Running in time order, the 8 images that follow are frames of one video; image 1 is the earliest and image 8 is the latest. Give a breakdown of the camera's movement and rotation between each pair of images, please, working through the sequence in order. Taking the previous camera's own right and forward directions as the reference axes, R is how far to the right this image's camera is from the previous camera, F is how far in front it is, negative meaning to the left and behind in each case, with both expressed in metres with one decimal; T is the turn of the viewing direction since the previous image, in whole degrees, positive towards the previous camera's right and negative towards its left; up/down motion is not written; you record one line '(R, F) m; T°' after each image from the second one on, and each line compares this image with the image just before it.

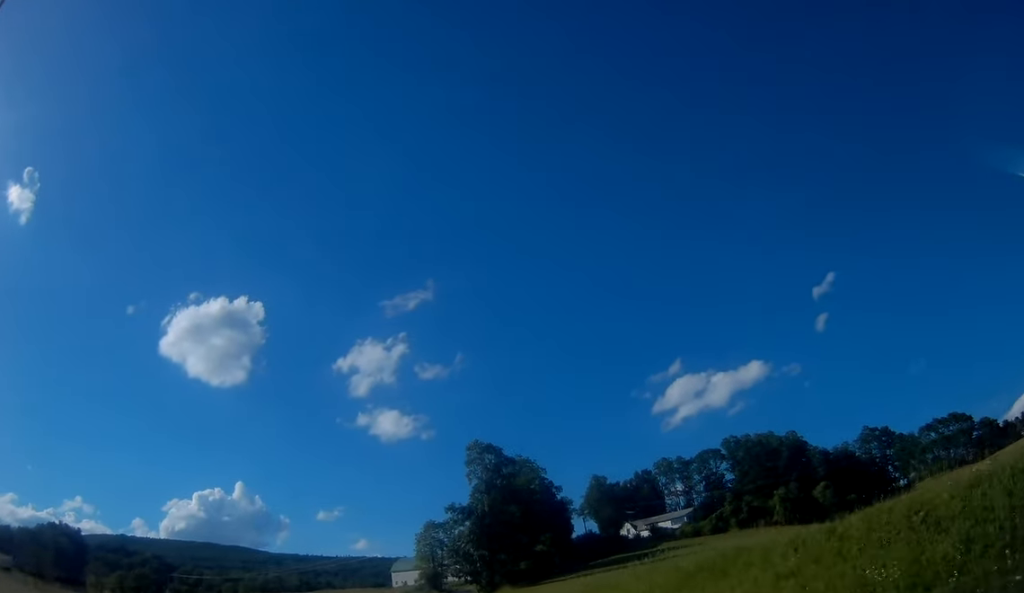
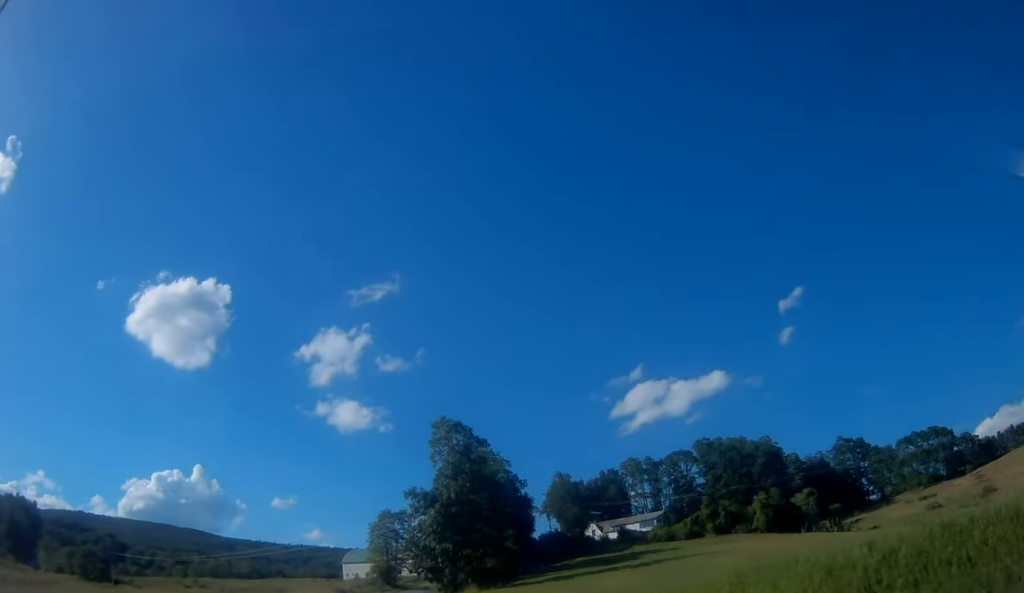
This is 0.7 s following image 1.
(+0.5, +10.3) m; +3°
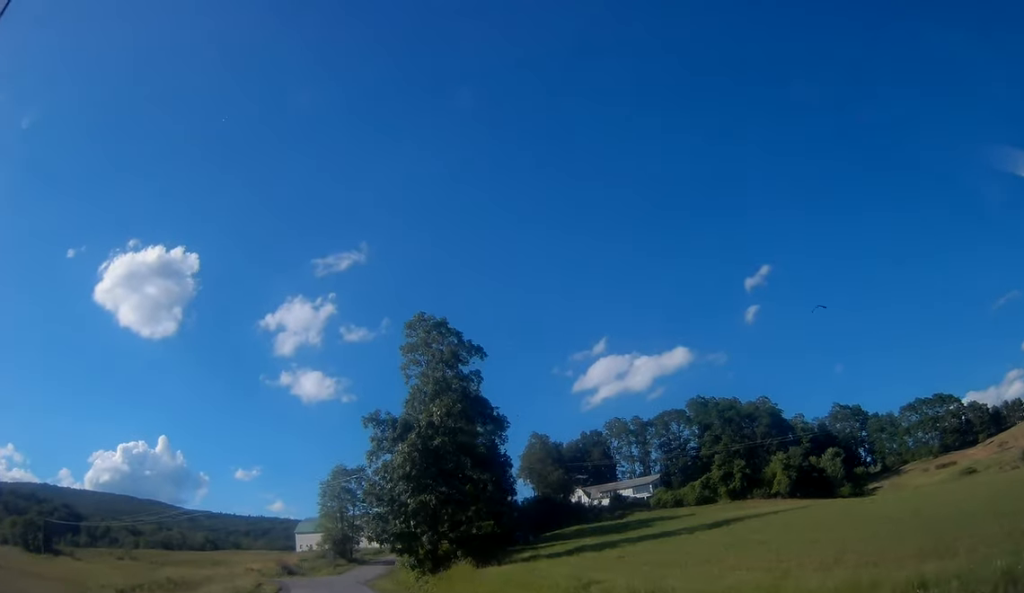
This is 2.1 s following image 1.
(+0.7, +22.2) m; +1°
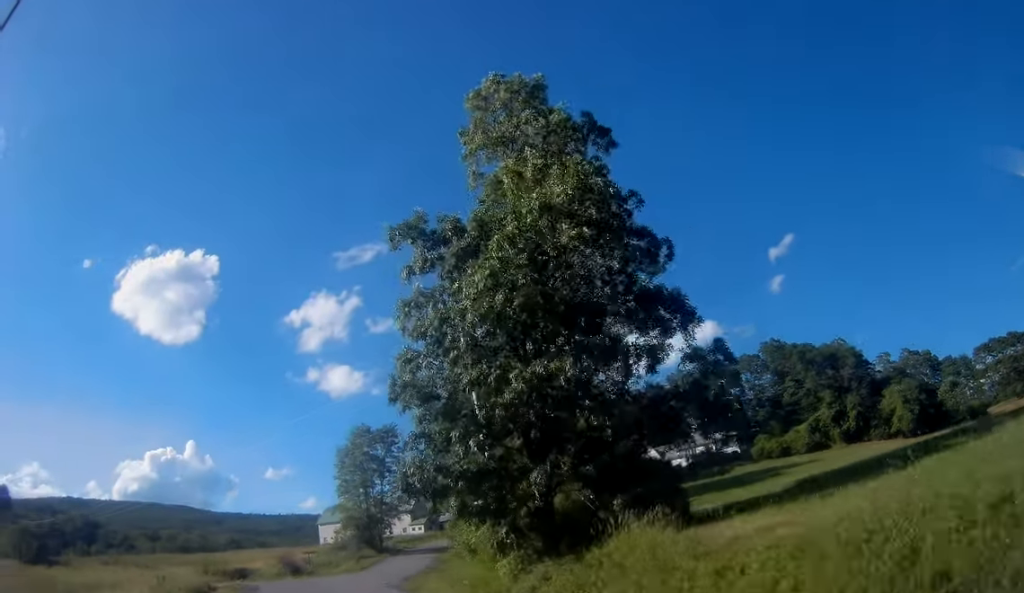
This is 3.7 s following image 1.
(-0.8, +23.6) m; -4°
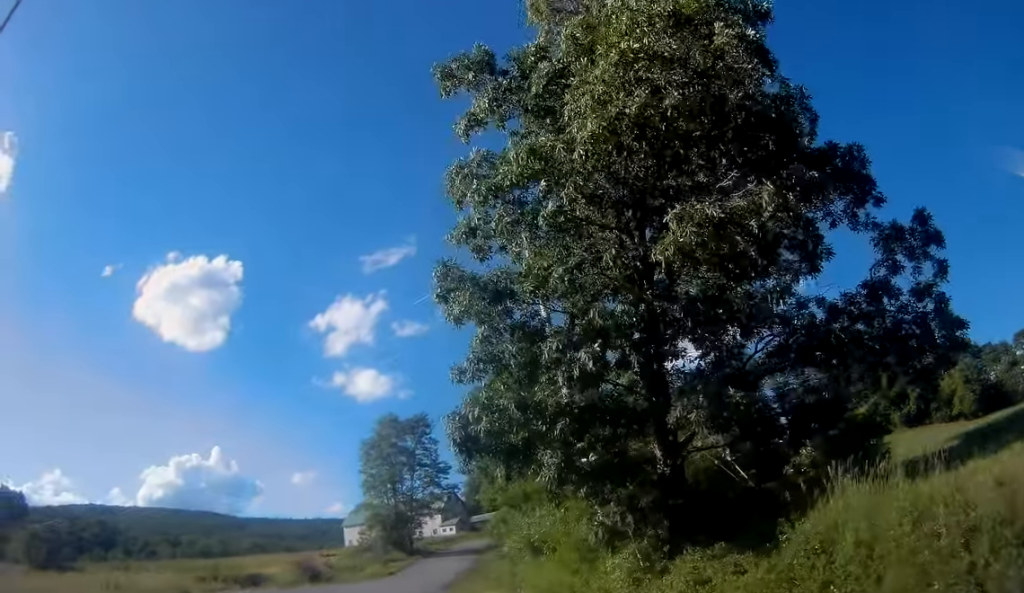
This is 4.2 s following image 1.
(-0.1, +7.2) m; -3°
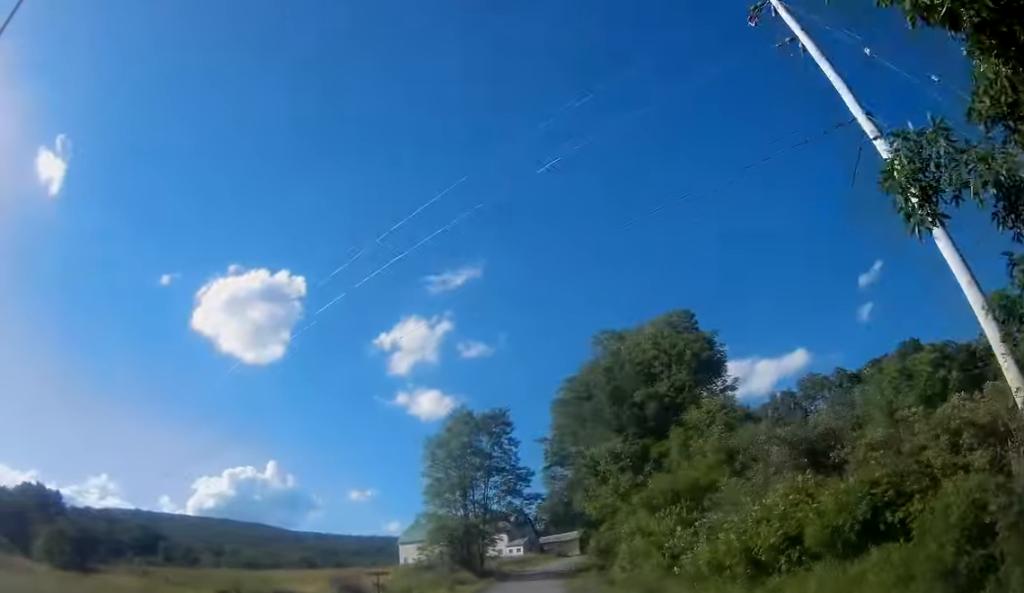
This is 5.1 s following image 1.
(-0.4, +10.8) m; -6°
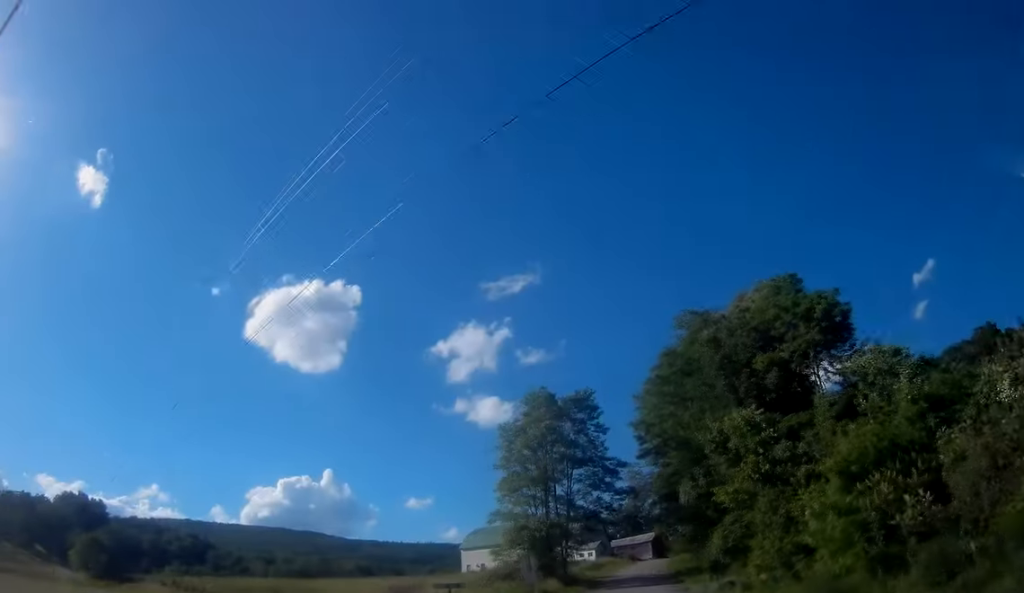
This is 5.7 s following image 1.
(-0.4, +7.6) m; -7°
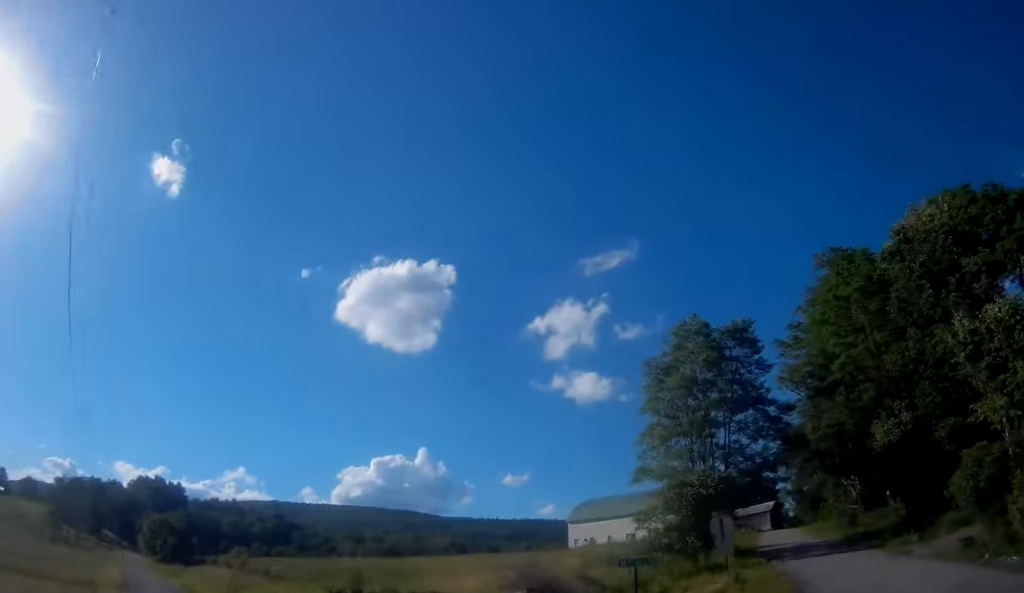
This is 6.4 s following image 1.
(-0.8, +9.6) m; -9°
